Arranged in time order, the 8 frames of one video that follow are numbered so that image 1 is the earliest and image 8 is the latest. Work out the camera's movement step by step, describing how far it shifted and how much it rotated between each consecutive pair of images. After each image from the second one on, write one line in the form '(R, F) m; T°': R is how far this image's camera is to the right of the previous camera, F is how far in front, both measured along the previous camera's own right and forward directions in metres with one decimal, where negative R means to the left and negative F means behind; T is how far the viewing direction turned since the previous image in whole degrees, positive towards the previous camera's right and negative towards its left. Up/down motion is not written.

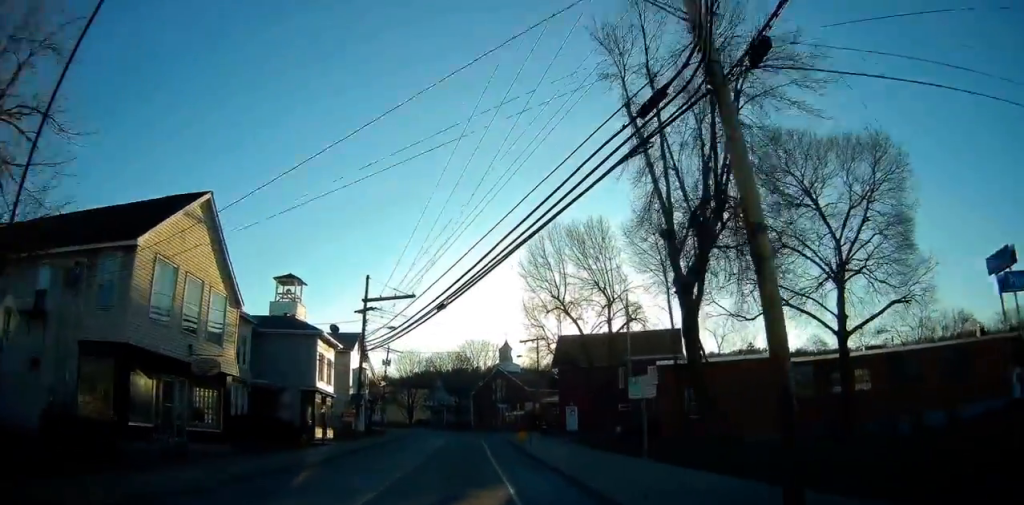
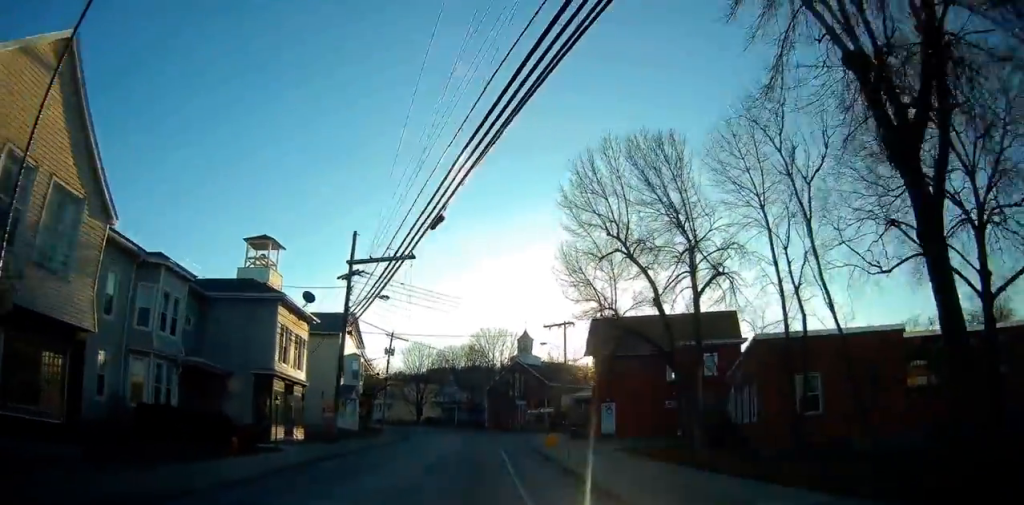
(0.0, +9.8) m; -1°
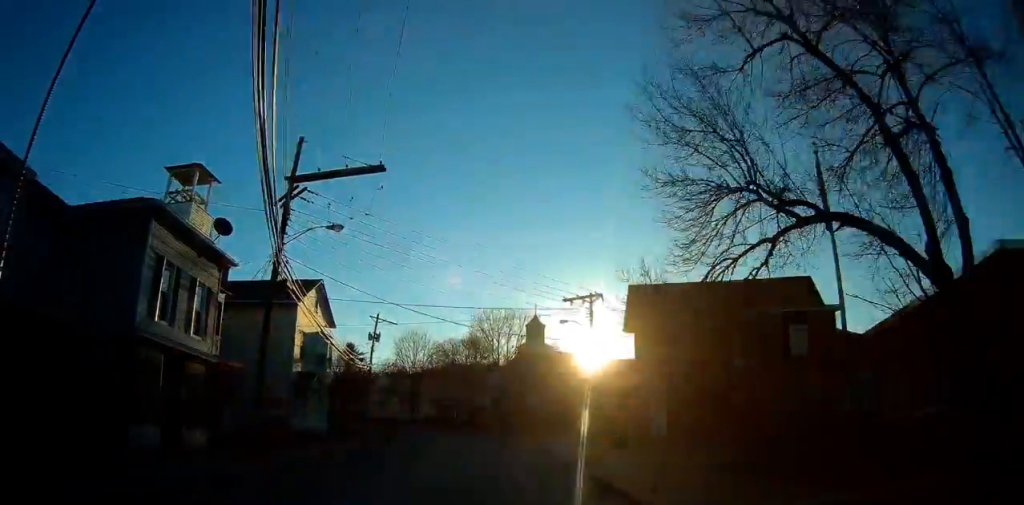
(-0.3, +11.9) m; 0°
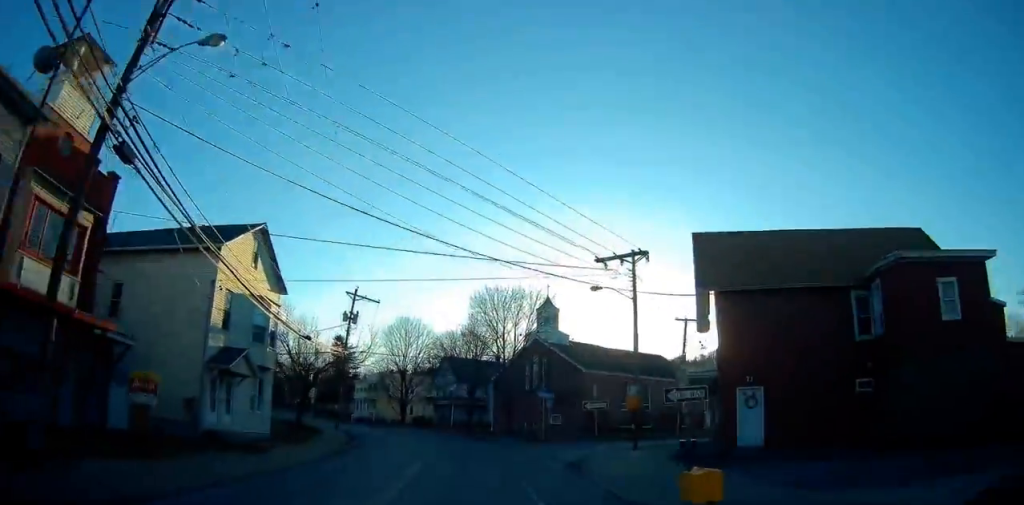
(+0.3, +11.8) m; 0°
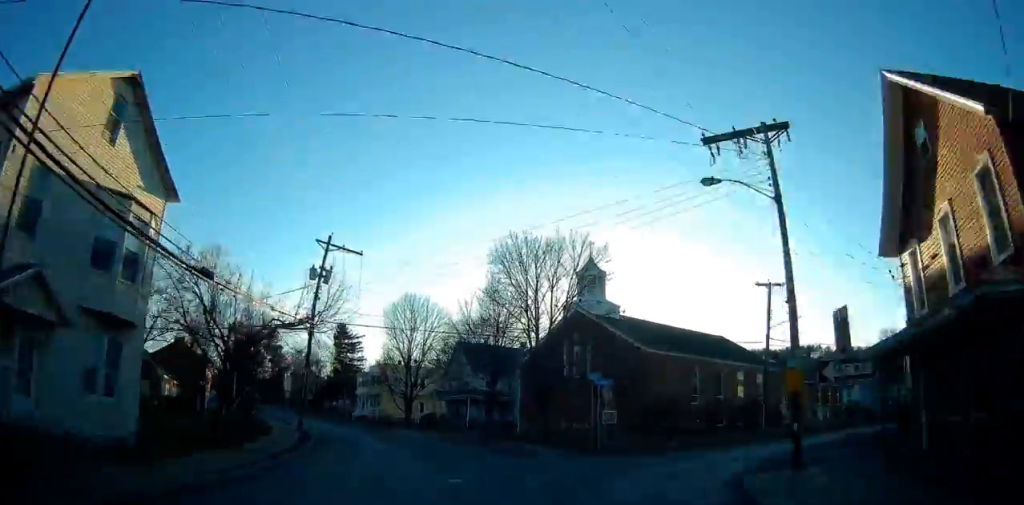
(-0.6, +14.7) m; -3°
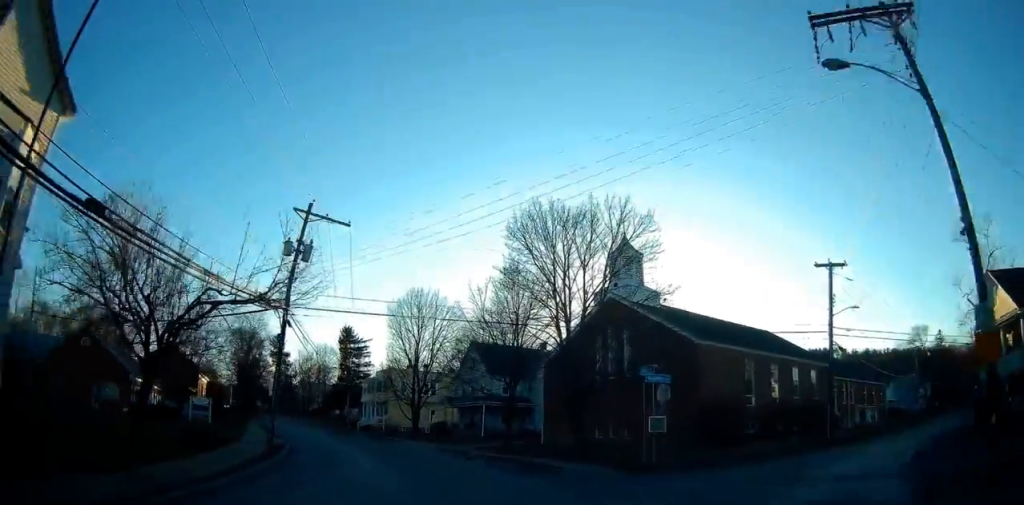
(0.0, +7.2) m; -1°
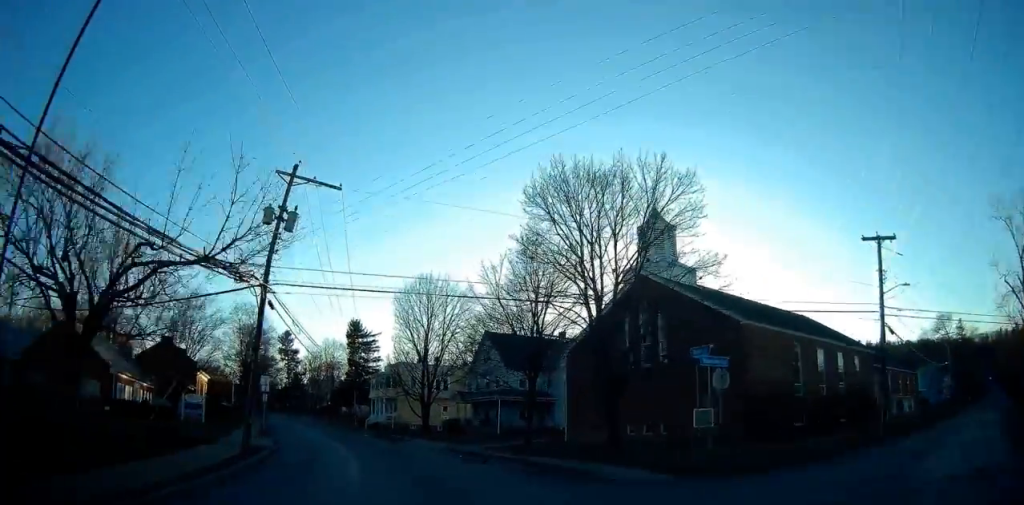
(-0.1, +4.5) m; -1°
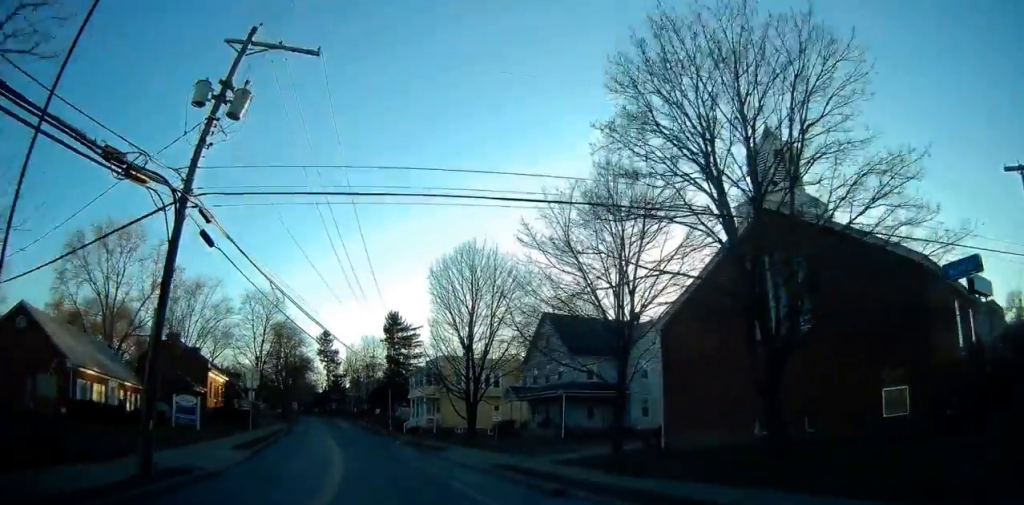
(-0.2, +10.4) m; -4°
